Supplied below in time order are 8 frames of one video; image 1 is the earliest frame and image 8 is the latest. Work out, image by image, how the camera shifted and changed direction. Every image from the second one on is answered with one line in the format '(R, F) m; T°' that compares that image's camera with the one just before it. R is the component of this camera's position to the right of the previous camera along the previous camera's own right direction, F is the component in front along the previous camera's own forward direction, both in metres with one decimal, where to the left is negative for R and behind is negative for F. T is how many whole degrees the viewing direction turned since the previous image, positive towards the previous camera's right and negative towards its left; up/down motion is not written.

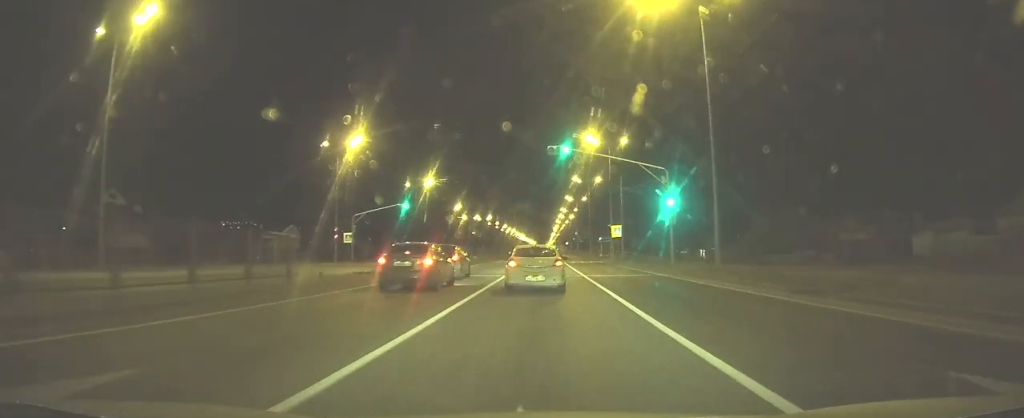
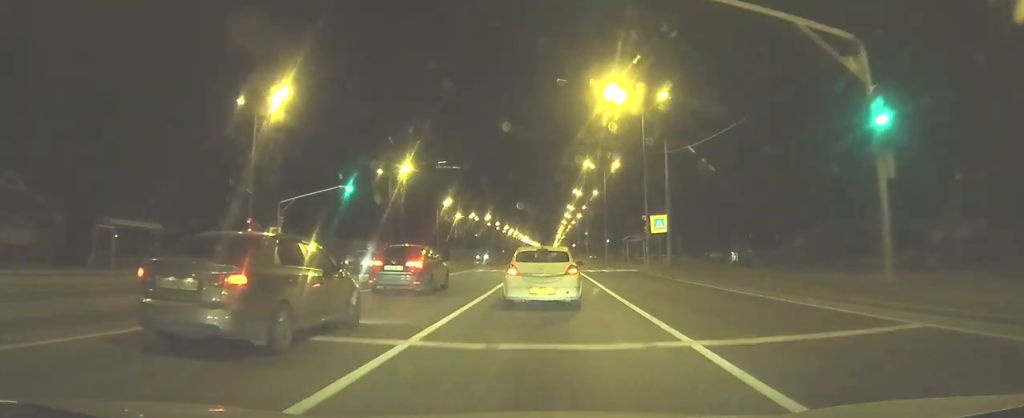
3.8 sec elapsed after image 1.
(-0.1, +26.8) m; -1°
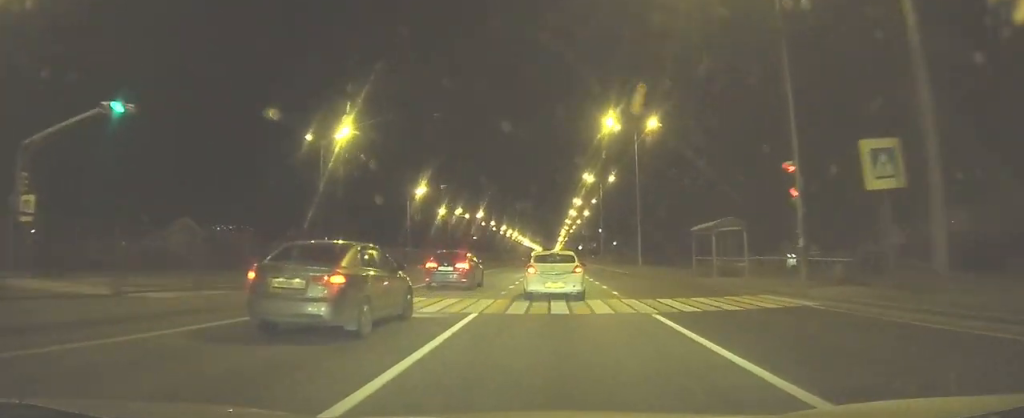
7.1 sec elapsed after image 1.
(-0.1, +29.5) m; 0°
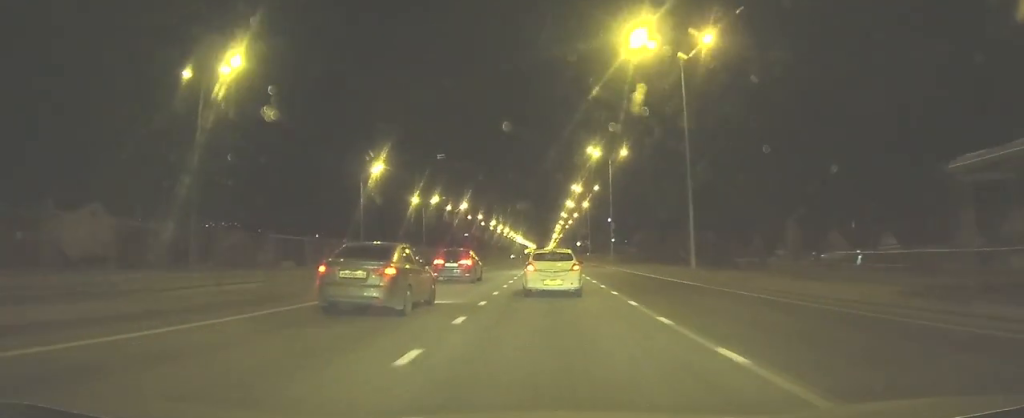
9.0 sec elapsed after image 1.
(-0.1, +19.6) m; +1°
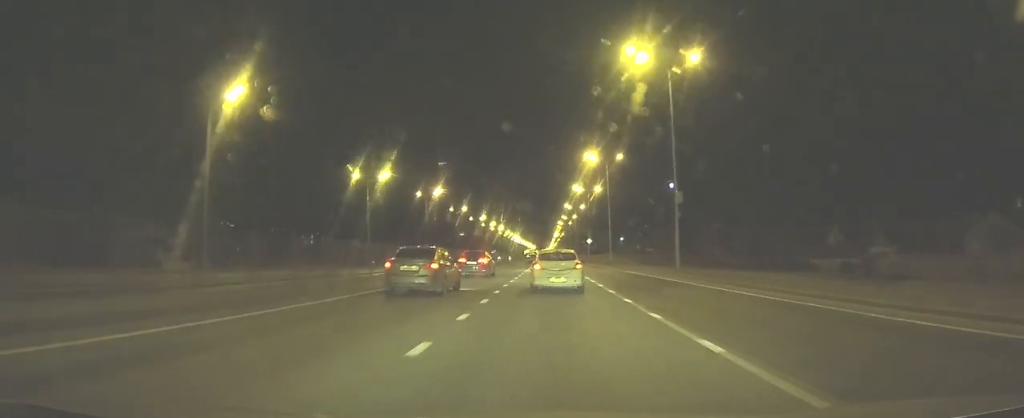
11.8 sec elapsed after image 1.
(+0.4, +34.4) m; +1°
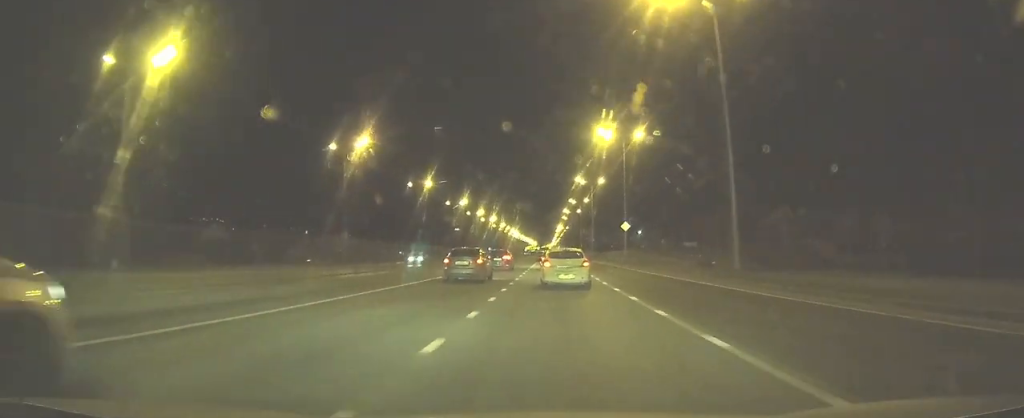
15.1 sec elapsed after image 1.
(+0.1, +46.0) m; 0°
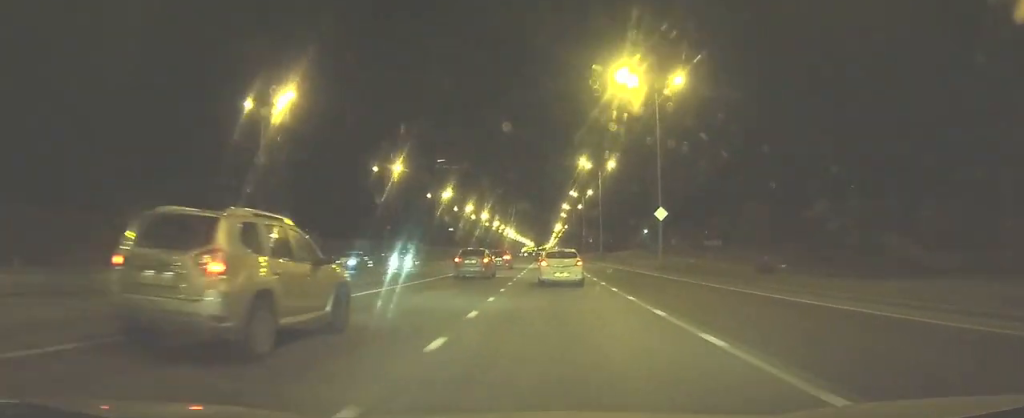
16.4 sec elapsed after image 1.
(-0.1, +20.3) m; 0°
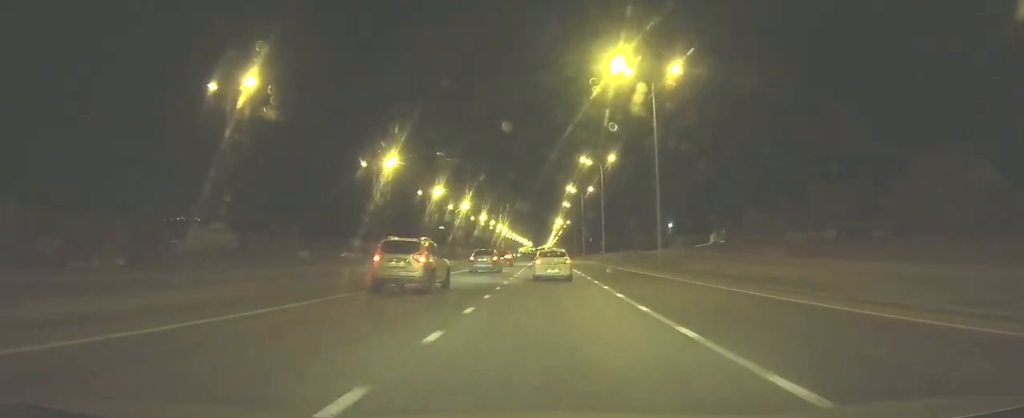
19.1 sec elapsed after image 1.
(0.0, +44.4) m; 0°
